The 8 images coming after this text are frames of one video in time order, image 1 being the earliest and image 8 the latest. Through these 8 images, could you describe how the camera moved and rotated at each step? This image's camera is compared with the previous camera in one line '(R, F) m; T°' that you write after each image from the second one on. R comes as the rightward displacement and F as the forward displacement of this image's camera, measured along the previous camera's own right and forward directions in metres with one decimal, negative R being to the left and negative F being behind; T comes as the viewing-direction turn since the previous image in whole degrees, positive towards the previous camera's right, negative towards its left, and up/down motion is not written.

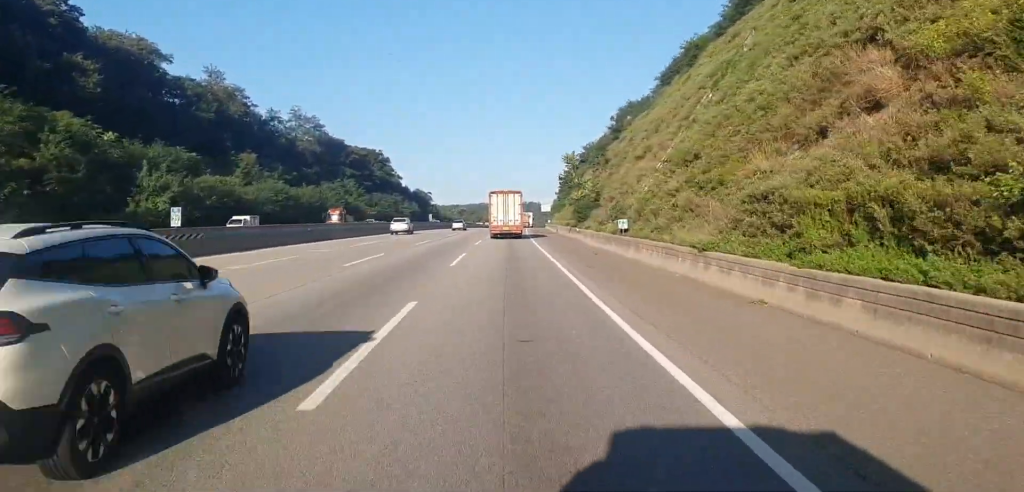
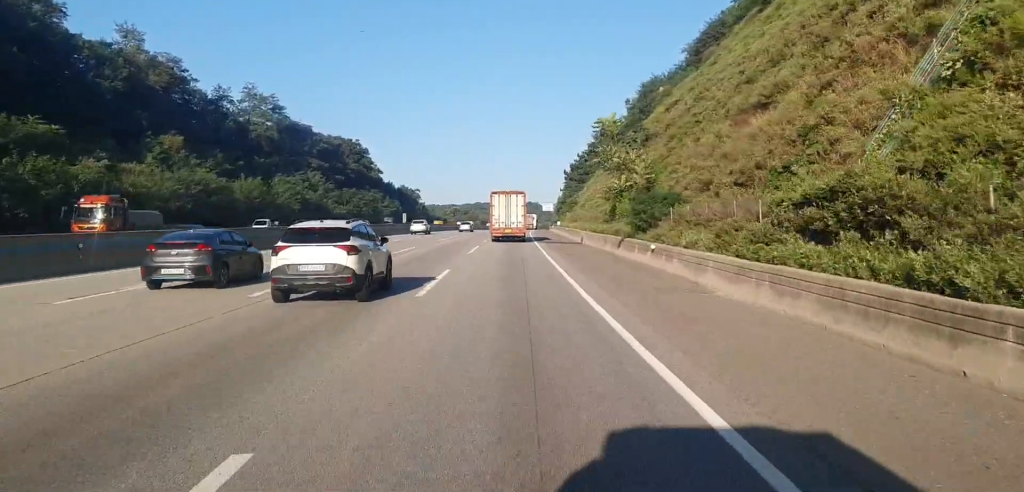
(-0.7, +29.5) m; -1°
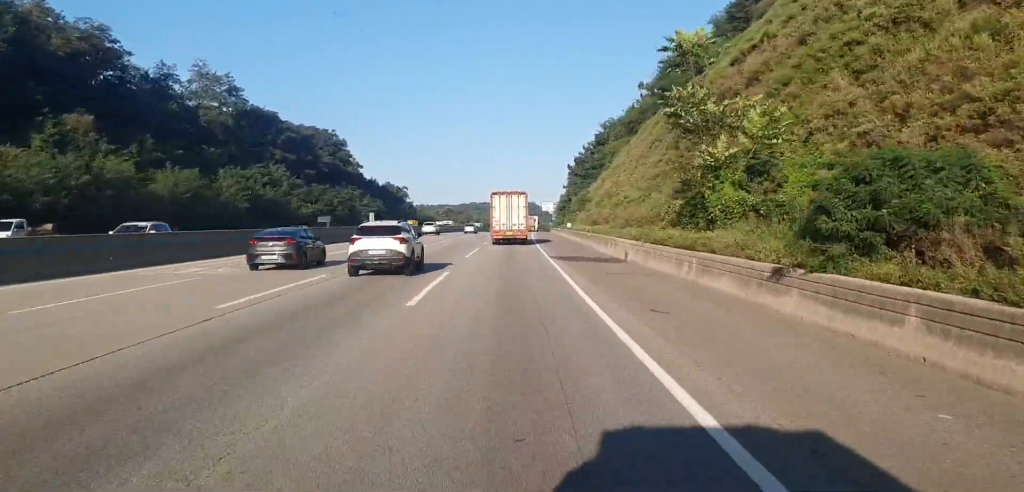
(+0.2, +21.5) m; +1°
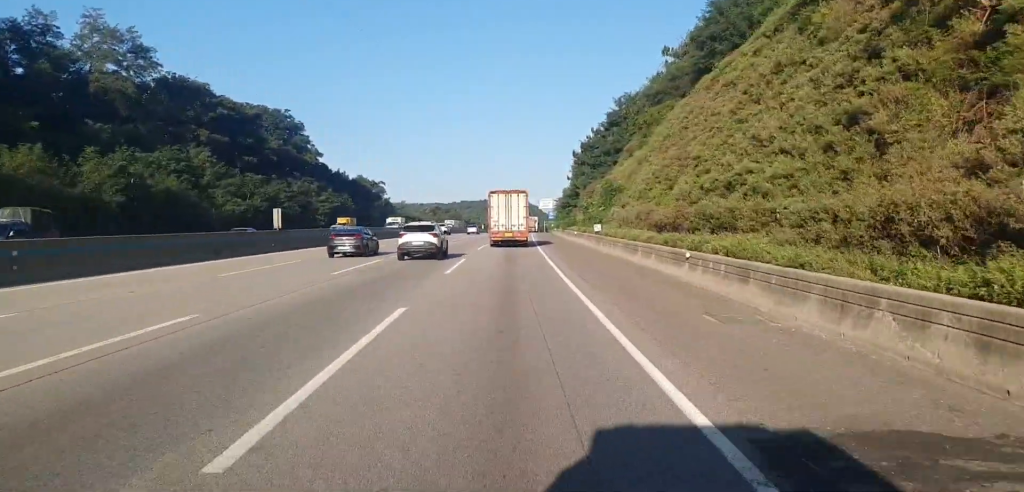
(+0.5, +29.6) m; +1°
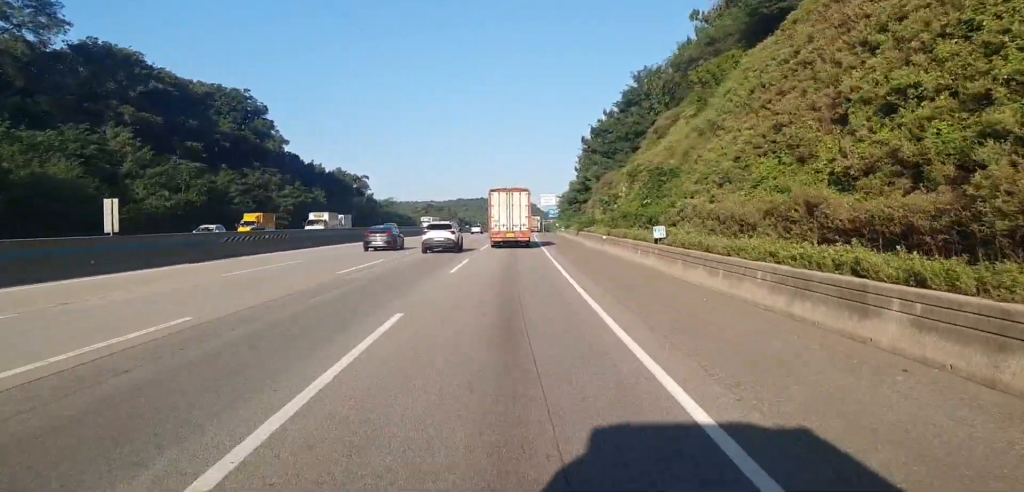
(0.0, +20.1) m; 0°
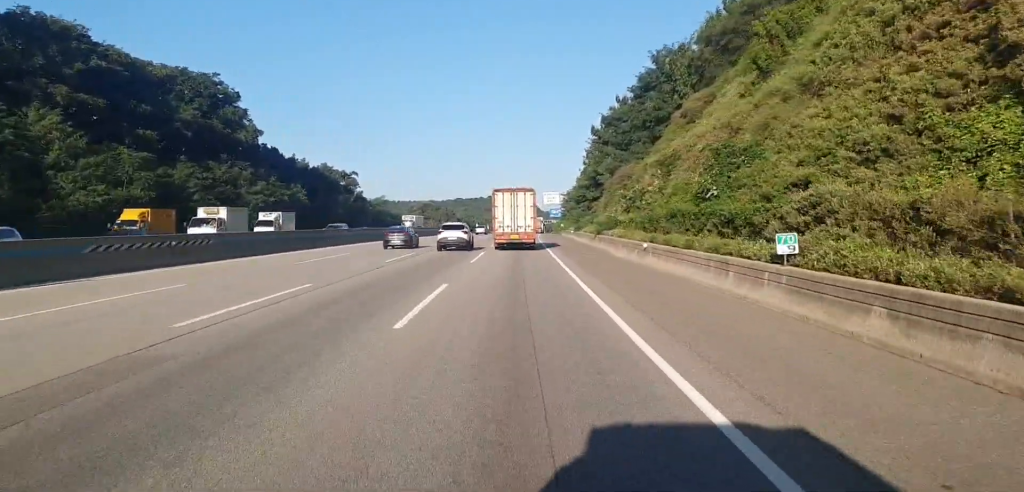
(0.0, +12.7) m; 0°
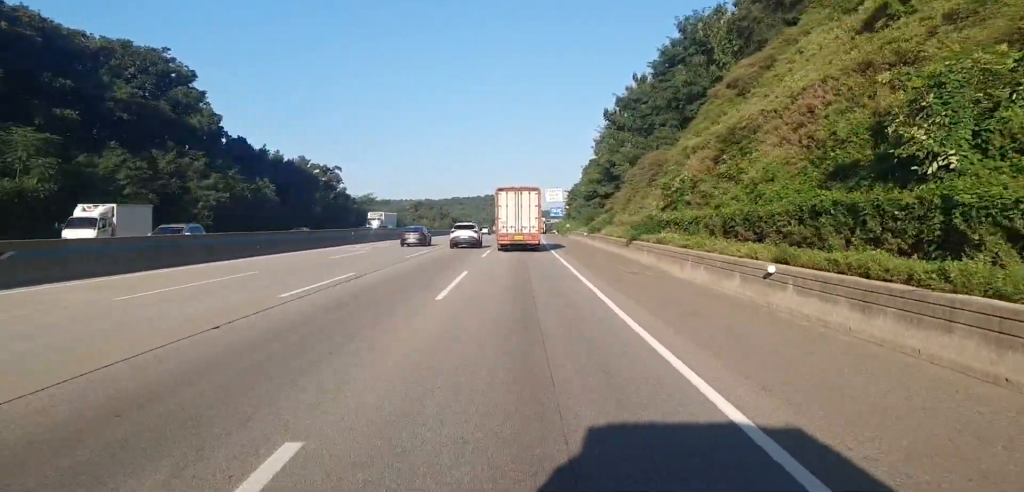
(0.0, +14.8) m; 0°
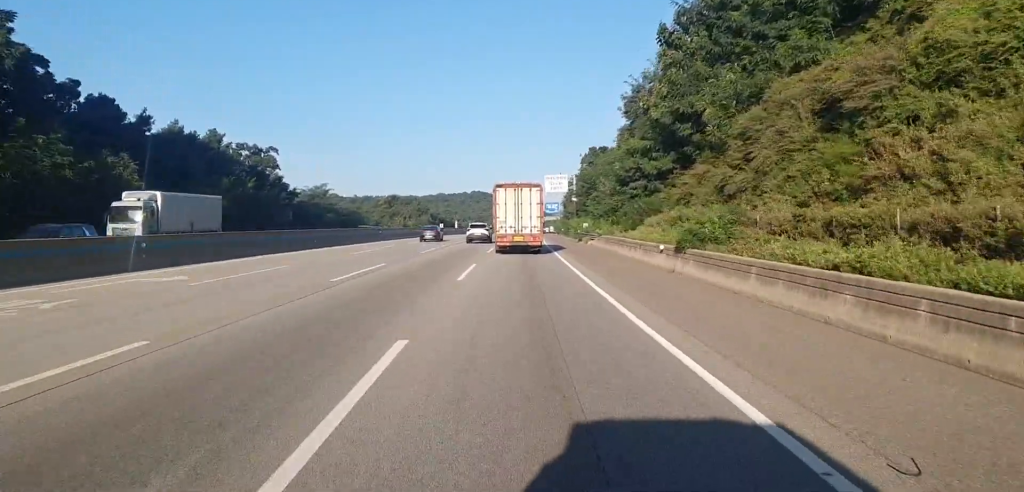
(0.0, +35.3) m; 0°
